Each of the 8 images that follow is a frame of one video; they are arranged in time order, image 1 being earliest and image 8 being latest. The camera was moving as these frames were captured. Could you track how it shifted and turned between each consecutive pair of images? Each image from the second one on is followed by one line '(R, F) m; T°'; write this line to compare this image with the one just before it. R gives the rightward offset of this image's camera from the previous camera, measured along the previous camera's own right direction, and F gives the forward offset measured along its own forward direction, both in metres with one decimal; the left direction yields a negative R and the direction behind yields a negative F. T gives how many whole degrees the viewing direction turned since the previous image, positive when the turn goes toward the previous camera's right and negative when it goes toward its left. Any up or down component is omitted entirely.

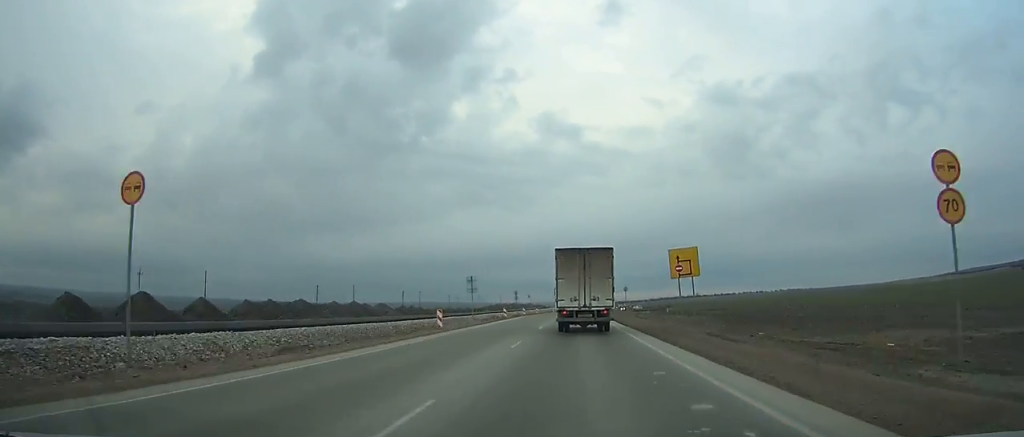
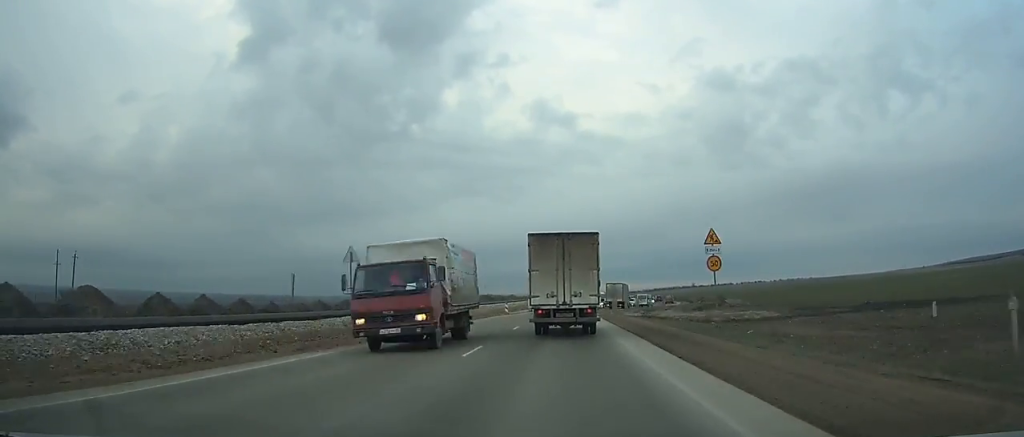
(+1.7, +80.8) m; +3°
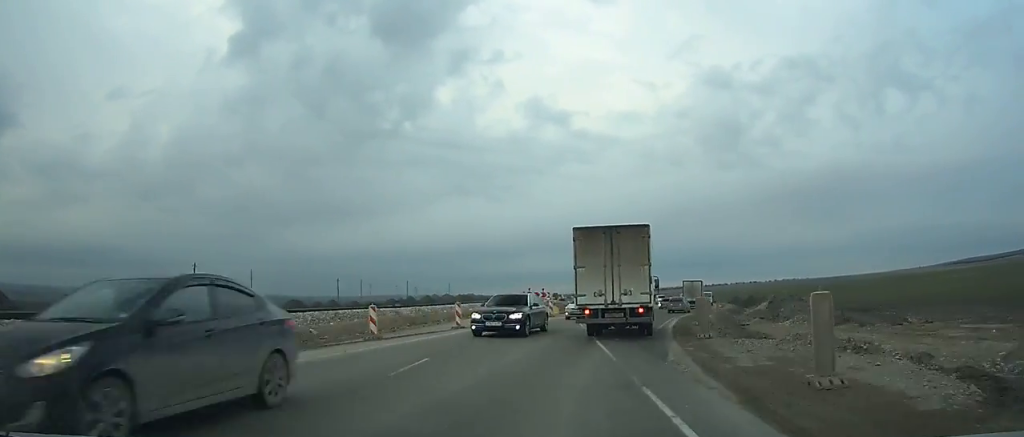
(+0.4, +37.5) m; +5°
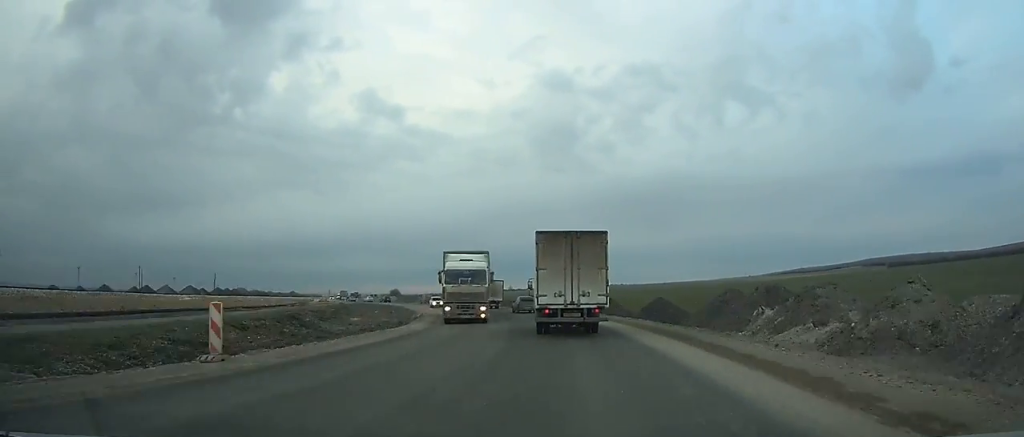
(+8.6, +65.1) m; +7°
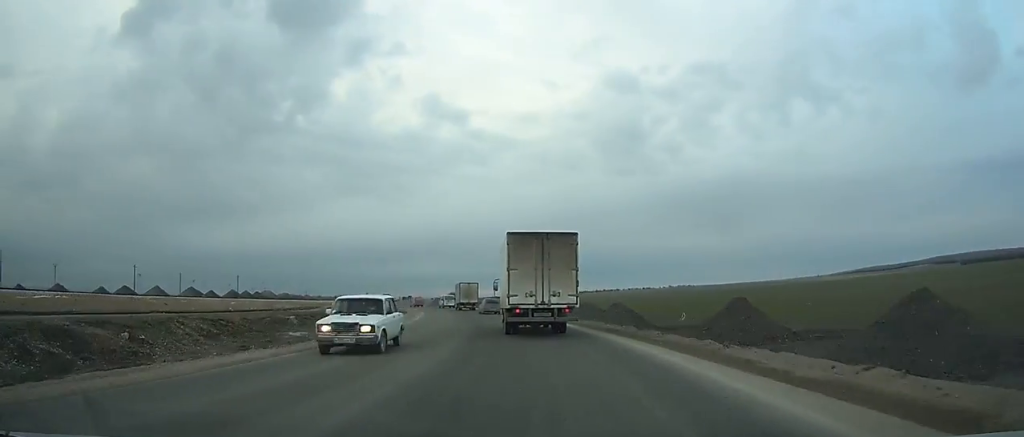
(-1.3, +31.0) m; -6°
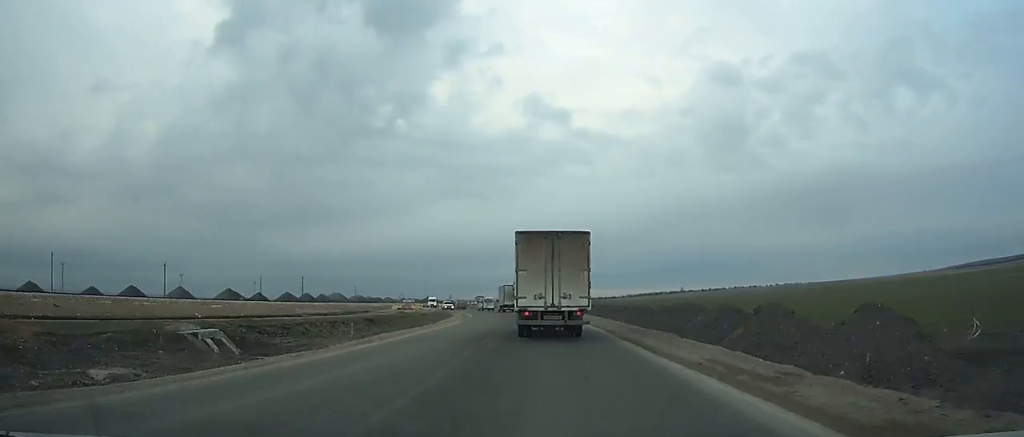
(-1.7, +28.2) m; -7°
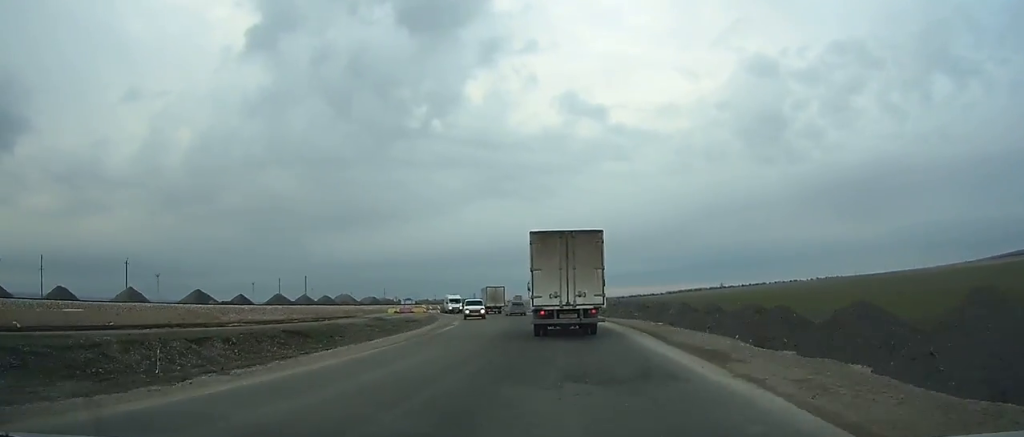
(-1.0, +25.7) m; -6°
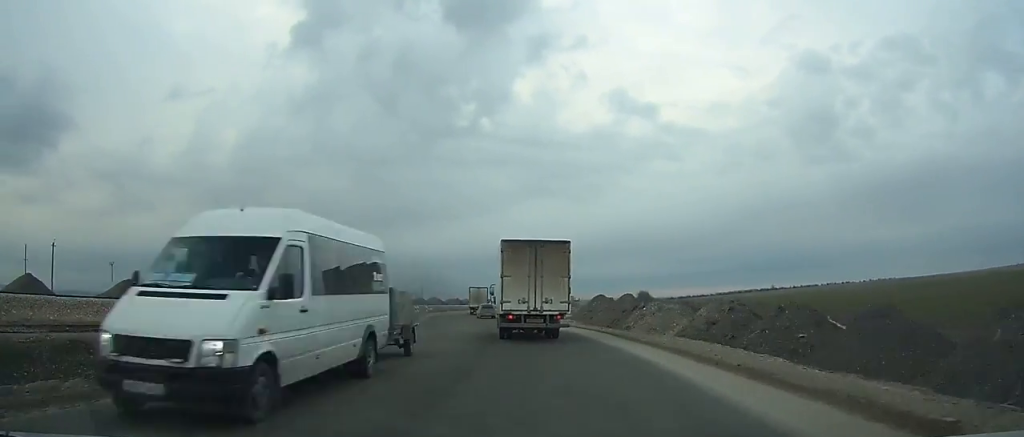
(-2.1, +31.2) m; -7°
